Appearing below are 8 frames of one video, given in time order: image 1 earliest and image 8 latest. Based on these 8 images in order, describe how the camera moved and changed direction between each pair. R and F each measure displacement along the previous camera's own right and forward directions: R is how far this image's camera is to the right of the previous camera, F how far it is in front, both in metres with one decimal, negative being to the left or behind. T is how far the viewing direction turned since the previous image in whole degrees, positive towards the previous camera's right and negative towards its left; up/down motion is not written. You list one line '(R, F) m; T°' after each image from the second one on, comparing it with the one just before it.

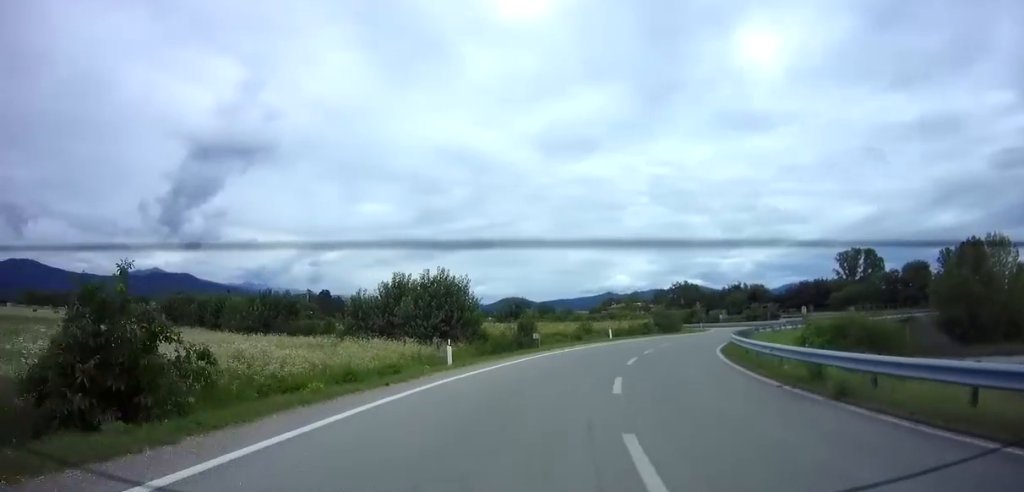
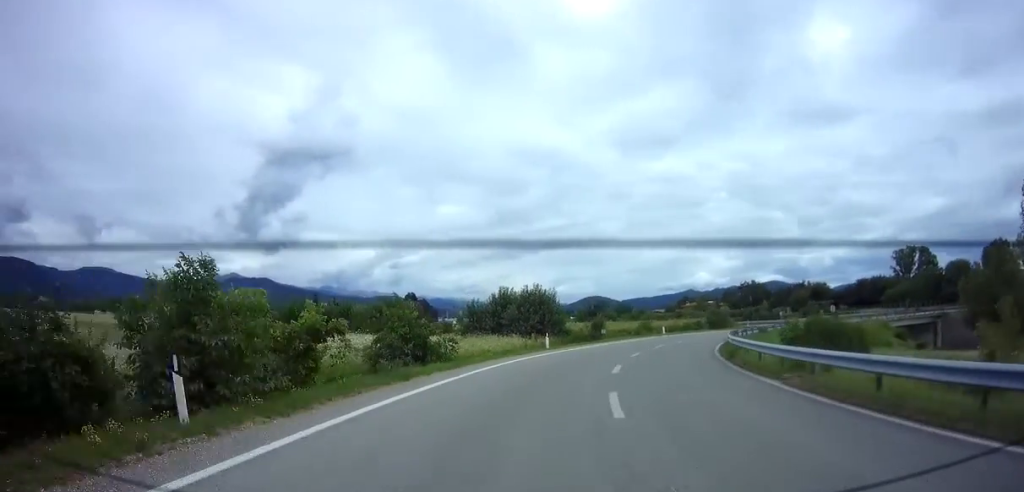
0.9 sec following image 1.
(-0.8, +12.2) m; -9°
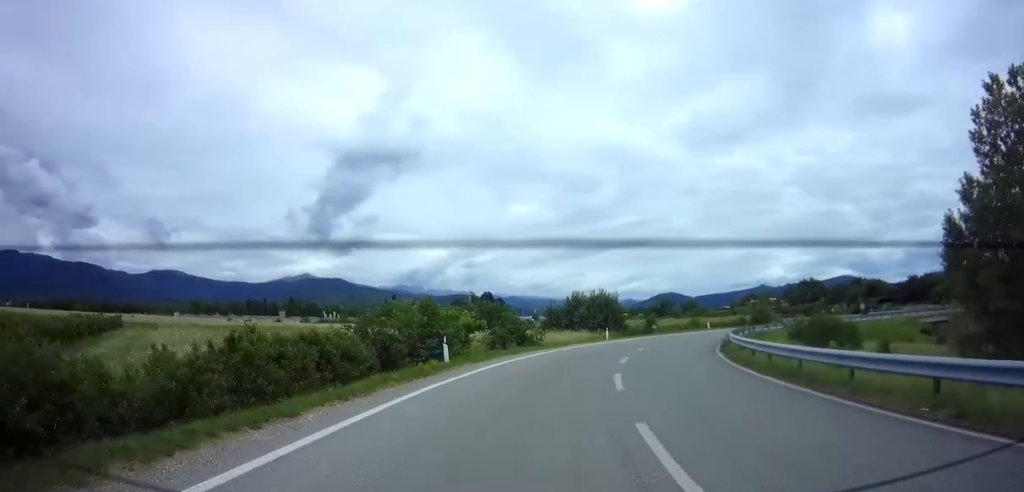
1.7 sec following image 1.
(-0.7, +10.7) m; -8°
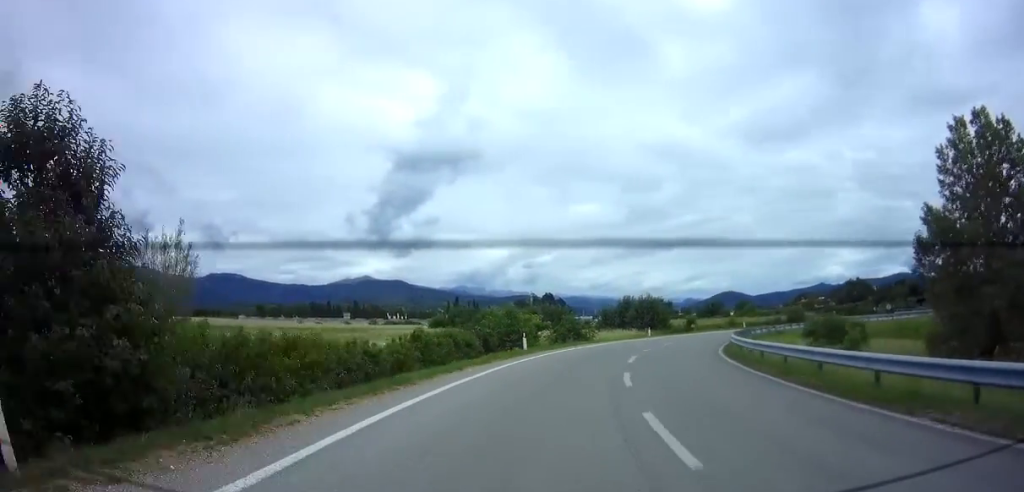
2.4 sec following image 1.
(-0.5, +8.9) m; -6°
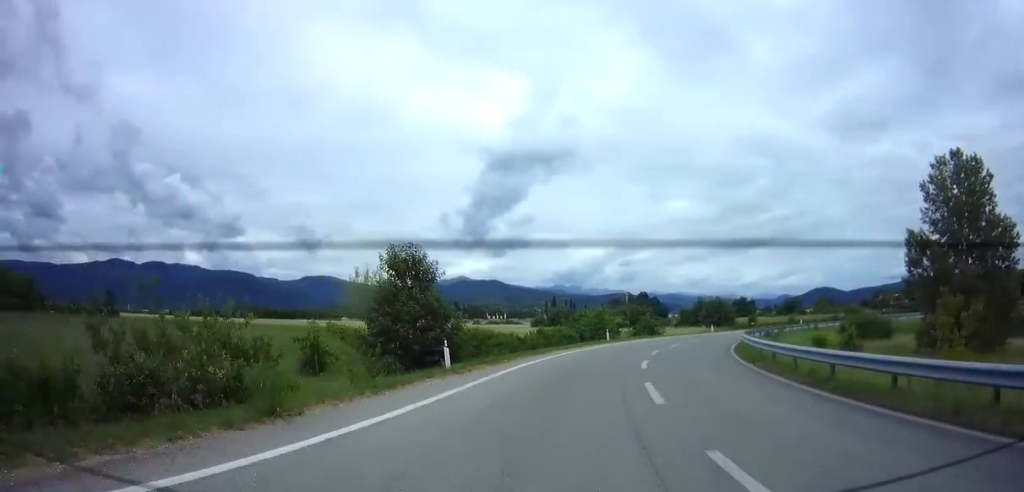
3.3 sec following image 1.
(-0.7, +12.4) m; -8°
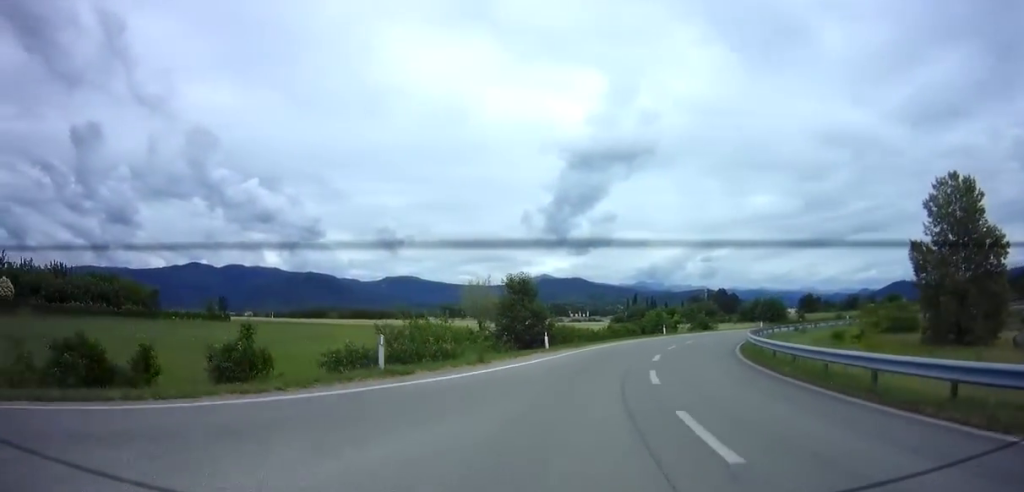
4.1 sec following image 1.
(-0.9, +10.7) m; -9°
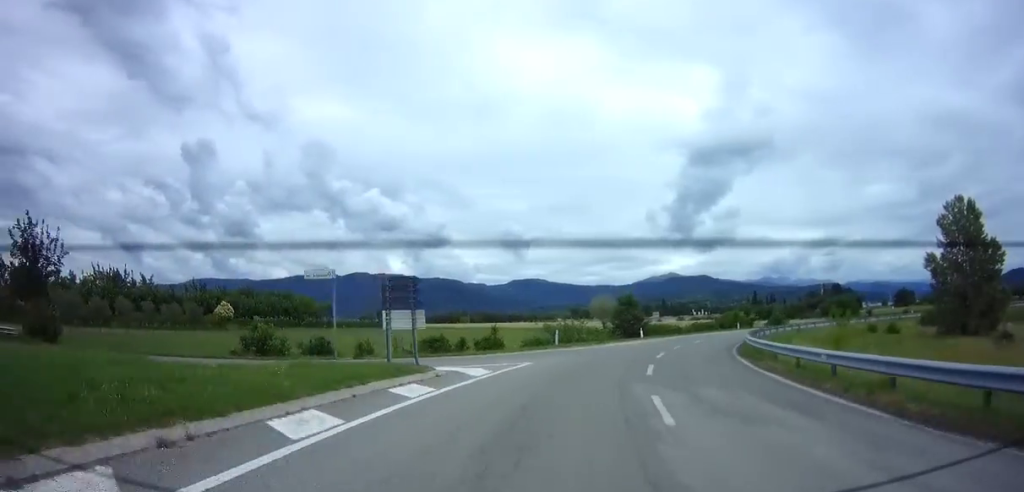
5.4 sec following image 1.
(-2.1, +17.8) m; -13°
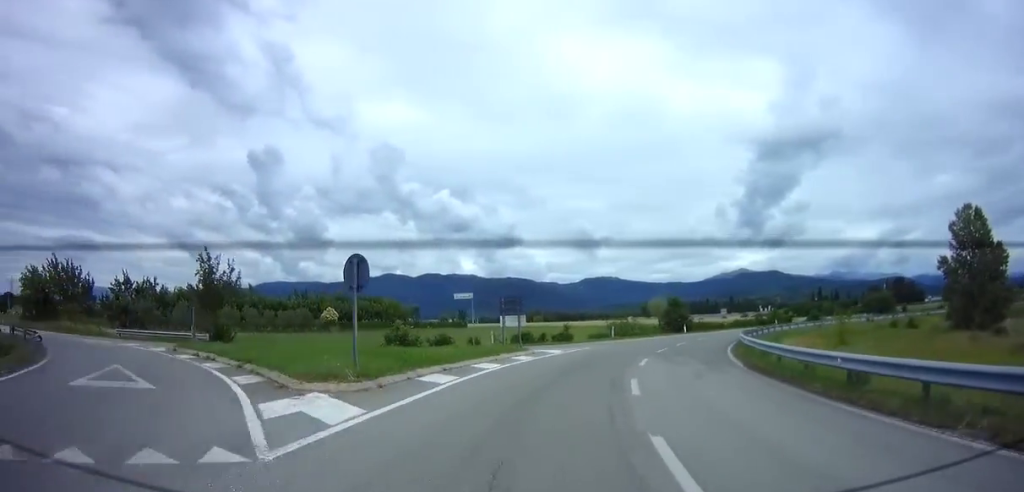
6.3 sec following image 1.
(-0.7, +11.0) m; -6°
